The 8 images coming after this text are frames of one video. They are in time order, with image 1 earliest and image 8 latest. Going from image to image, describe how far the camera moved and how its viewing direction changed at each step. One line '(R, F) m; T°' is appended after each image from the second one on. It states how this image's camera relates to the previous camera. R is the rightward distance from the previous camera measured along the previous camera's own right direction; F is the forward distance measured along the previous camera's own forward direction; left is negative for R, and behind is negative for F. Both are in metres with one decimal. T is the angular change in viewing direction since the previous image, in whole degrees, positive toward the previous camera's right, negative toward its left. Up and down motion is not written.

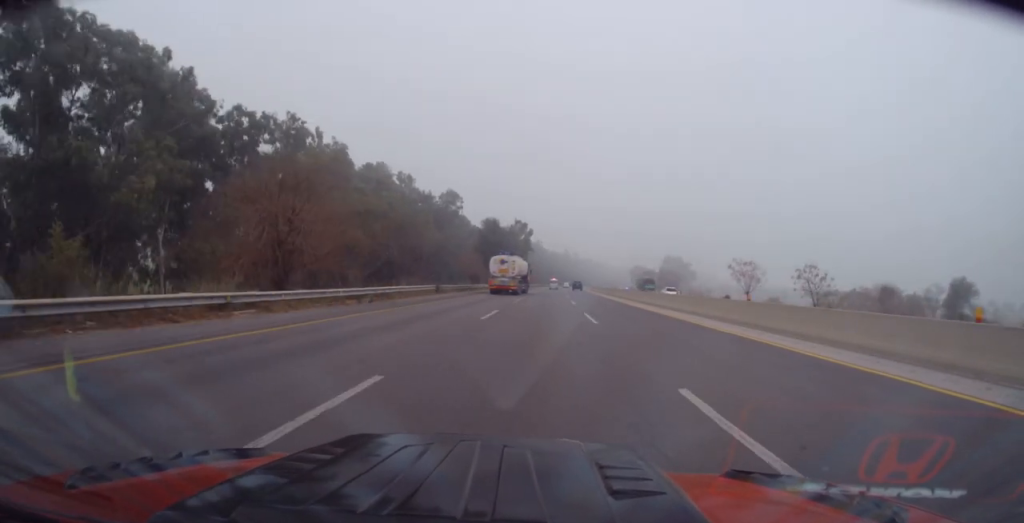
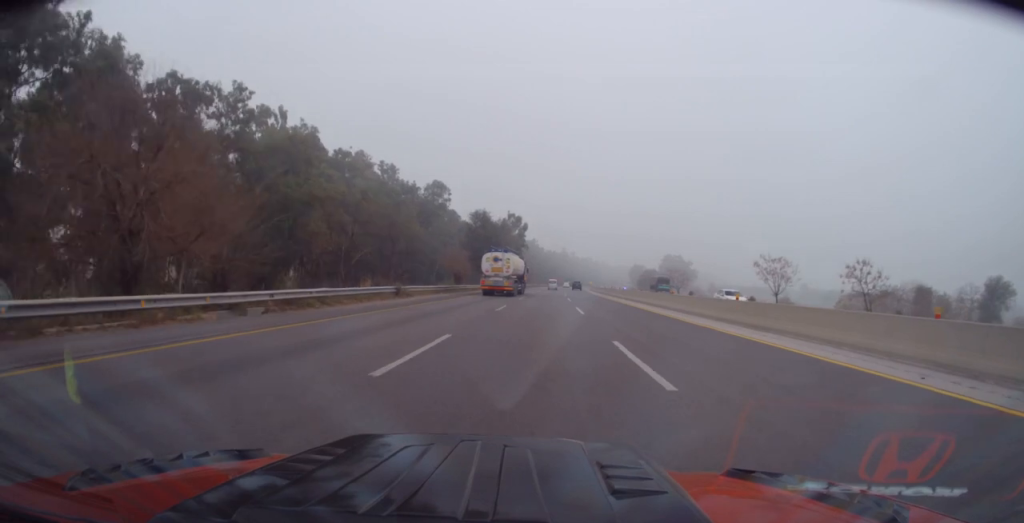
(0.0, +12.0) m; 0°
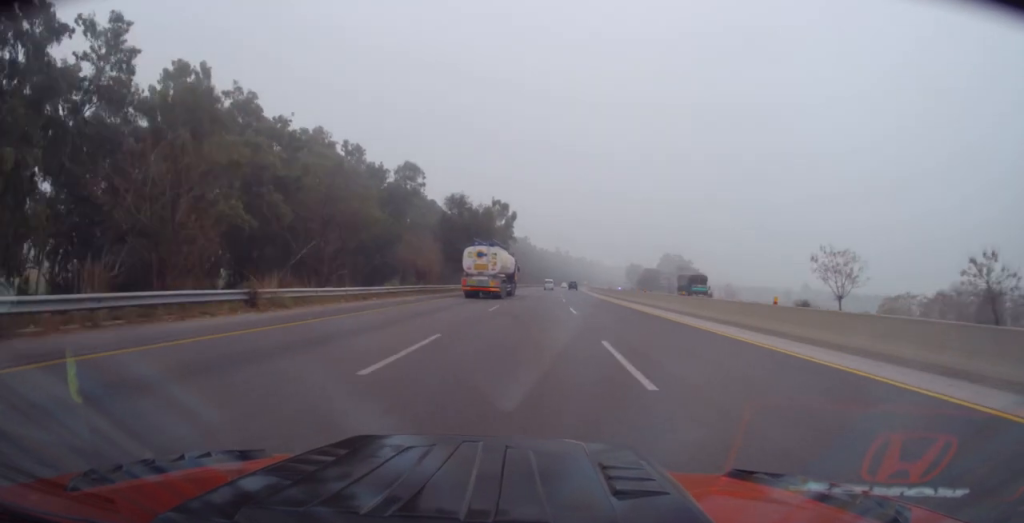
(0.0, +18.1) m; 0°
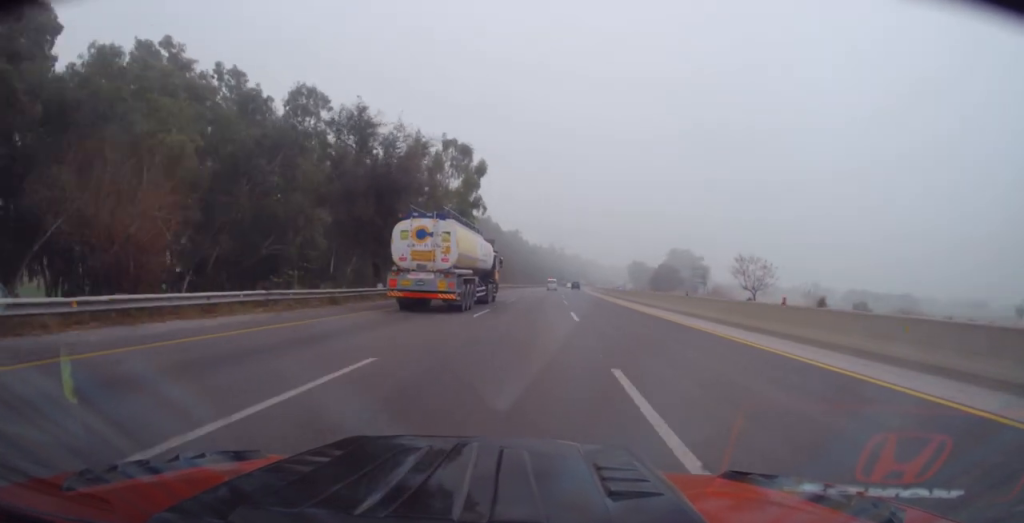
(+0.4, +40.4) m; +1°
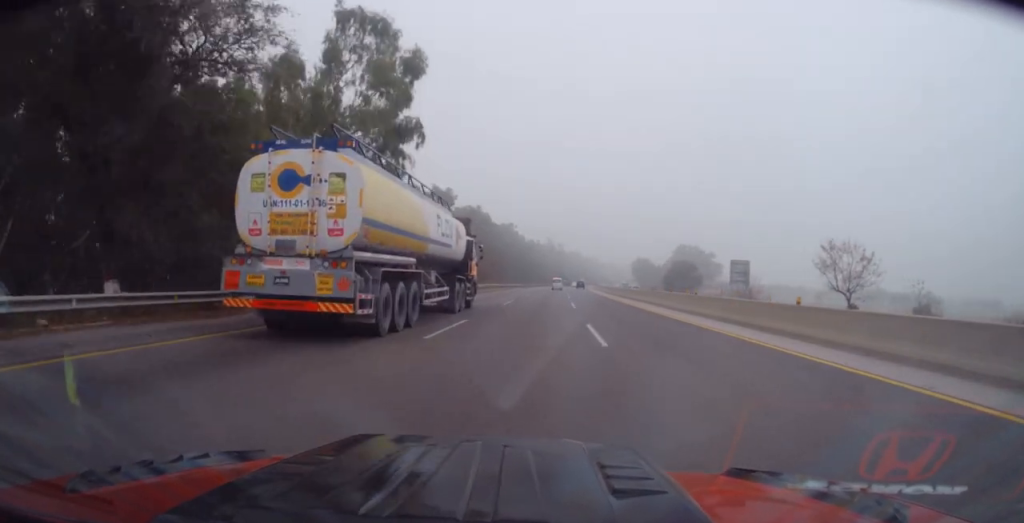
(0.0, +26.7) m; 0°
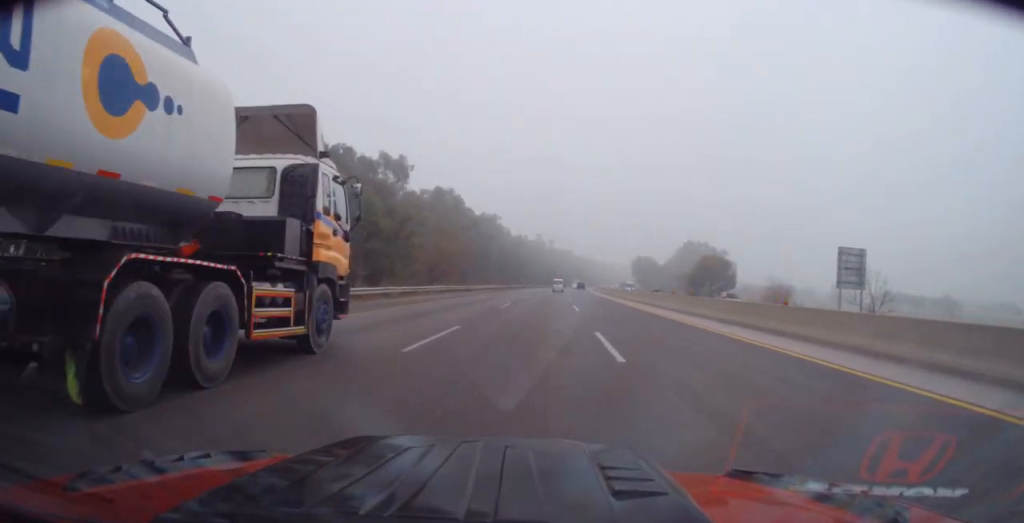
(+0.2, +38.0) m; +1°
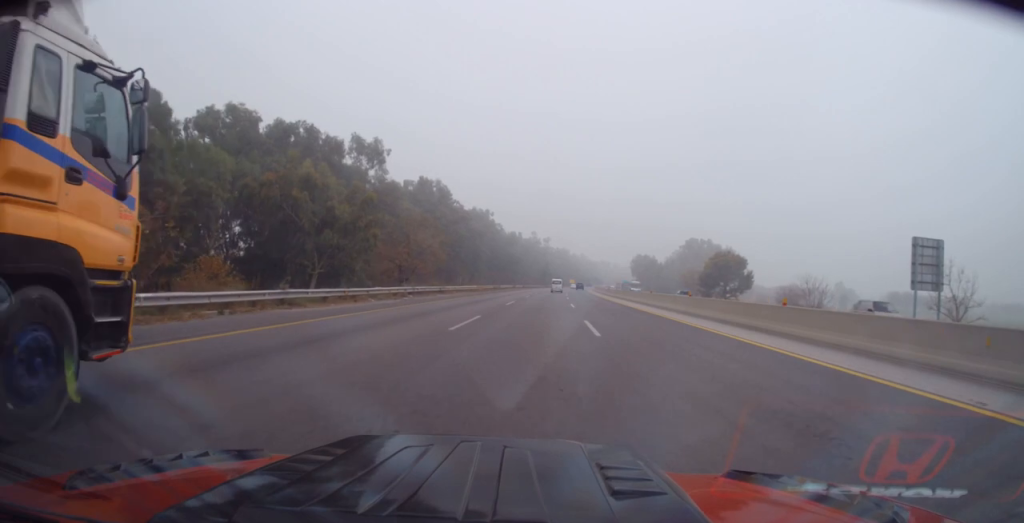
(0.0, +13.1) m; 0°
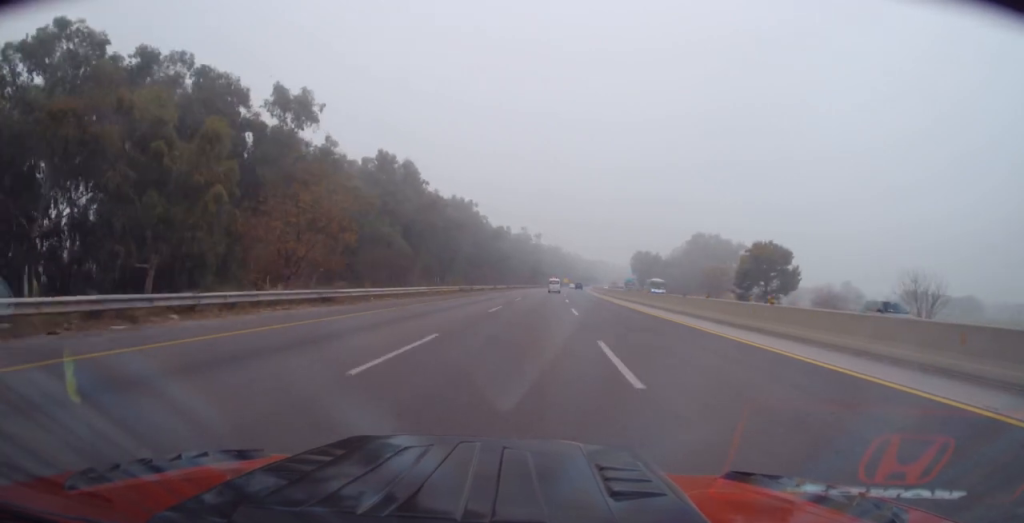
(+0.2, +25.4) m; +1°
